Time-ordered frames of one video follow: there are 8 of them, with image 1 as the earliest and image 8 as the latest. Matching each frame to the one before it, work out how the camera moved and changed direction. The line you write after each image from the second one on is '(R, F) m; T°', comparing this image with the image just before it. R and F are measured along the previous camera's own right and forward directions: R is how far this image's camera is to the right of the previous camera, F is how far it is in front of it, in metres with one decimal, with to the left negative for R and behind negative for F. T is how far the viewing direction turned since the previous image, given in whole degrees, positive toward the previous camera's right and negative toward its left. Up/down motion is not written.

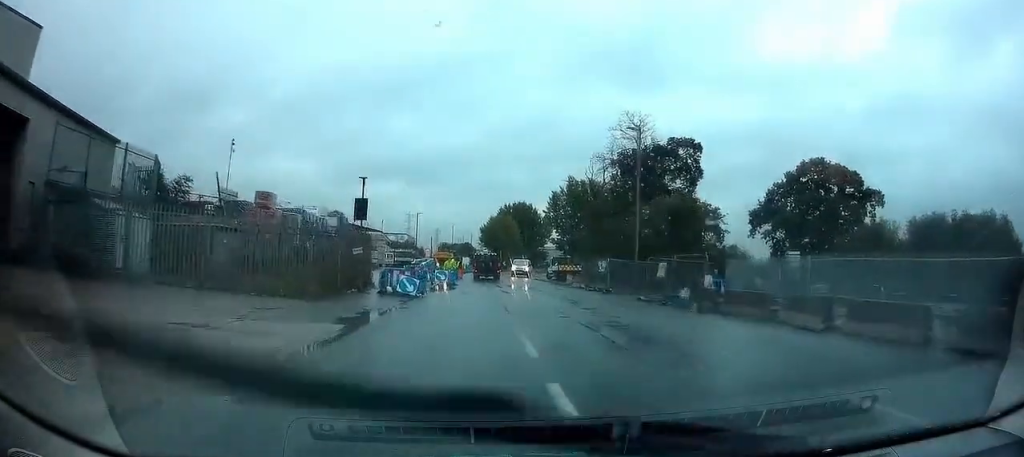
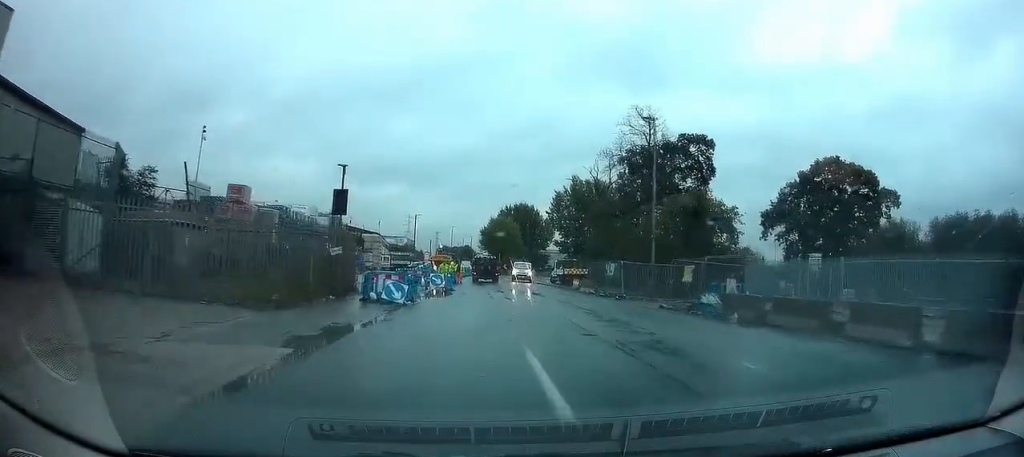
(0.0, +3.3) m; 0°
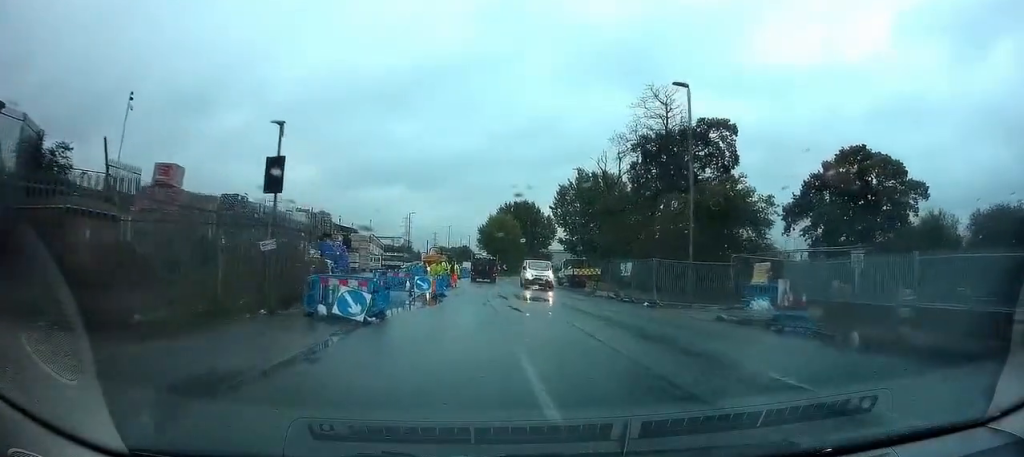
(0.0, +6.6) m; -2°
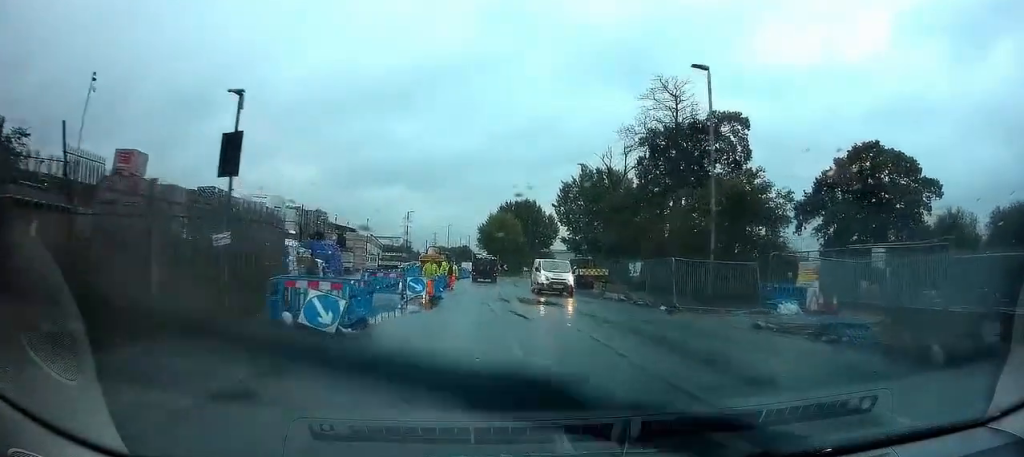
(0.0, +3.0) m; -1°
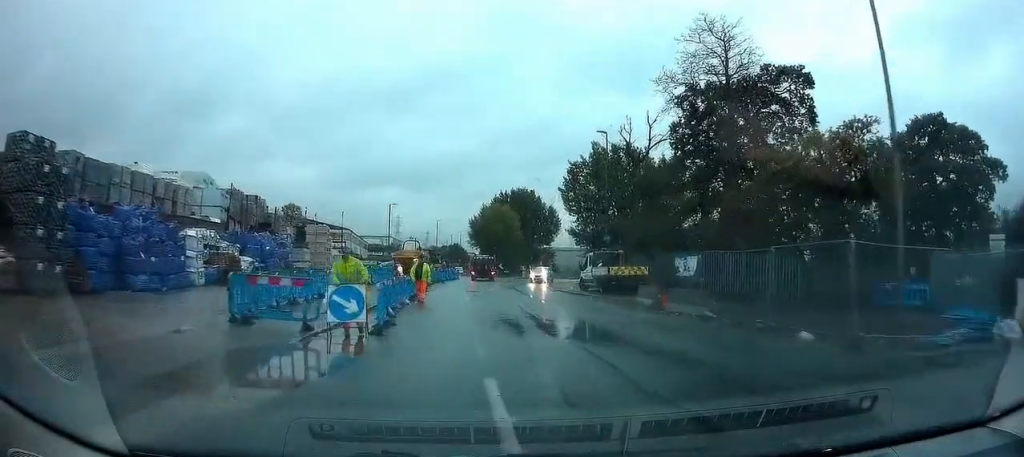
(-0.3, +13.7) m; +1°
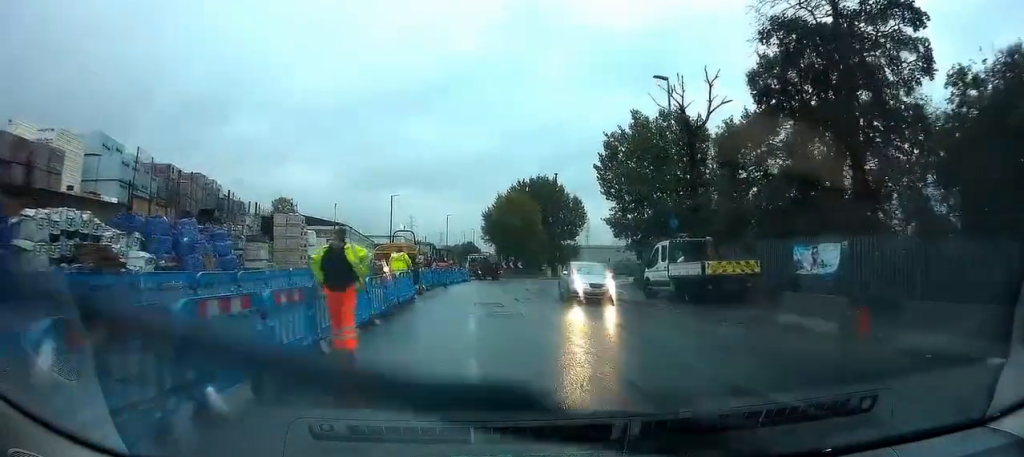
(+0.1, +13.1) m; -1°
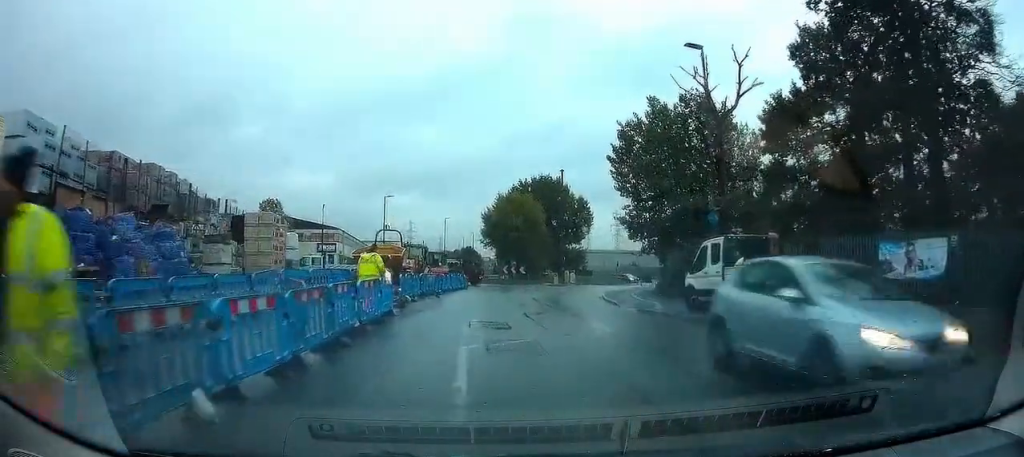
(0.0, +5.8) m; -1°
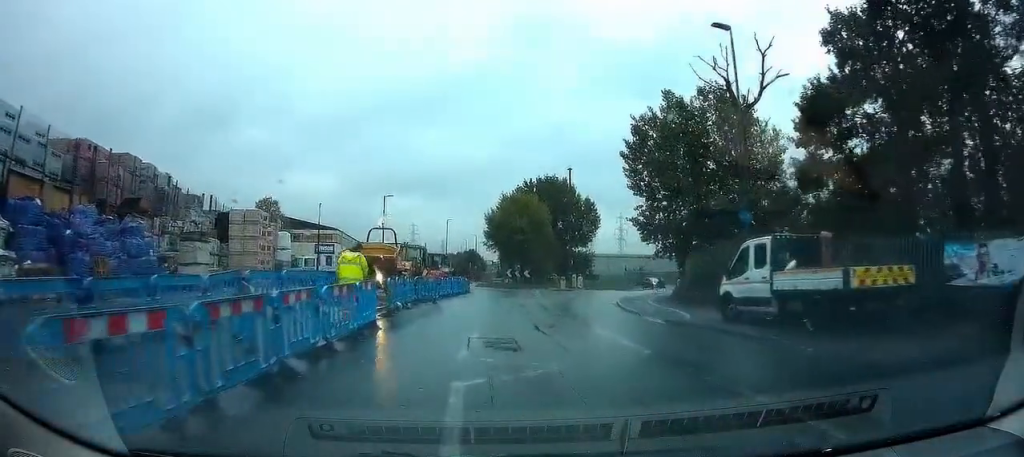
(0.0, +3.1) m; 0°
